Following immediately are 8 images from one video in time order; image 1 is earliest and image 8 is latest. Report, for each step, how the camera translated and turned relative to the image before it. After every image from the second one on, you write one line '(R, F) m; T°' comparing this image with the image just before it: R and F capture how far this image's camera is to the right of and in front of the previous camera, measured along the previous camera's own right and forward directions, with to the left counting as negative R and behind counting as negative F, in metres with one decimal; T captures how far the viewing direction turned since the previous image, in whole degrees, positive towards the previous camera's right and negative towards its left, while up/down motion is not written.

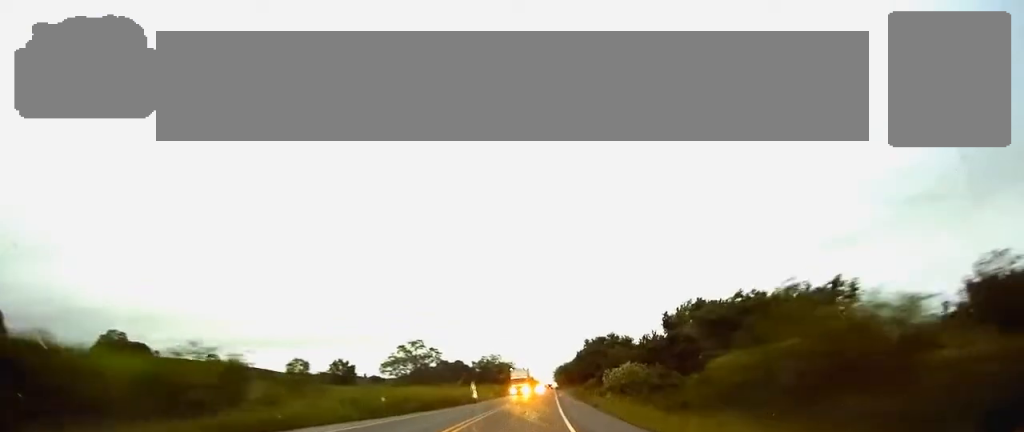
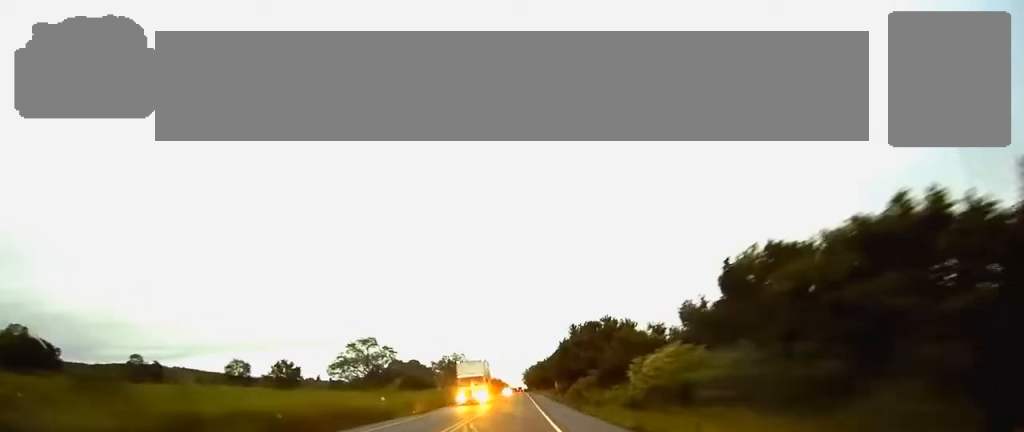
(+0.7, +24.0) m; +2°
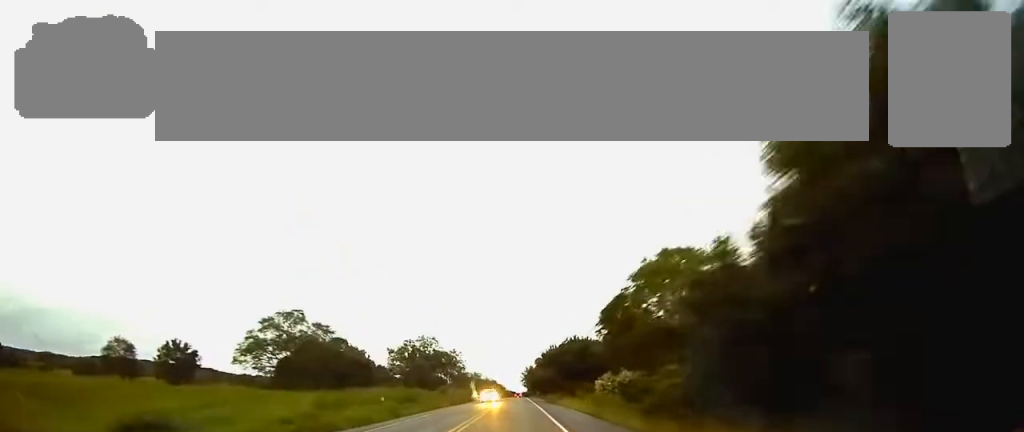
(+0.9, +59.9) m; +1°
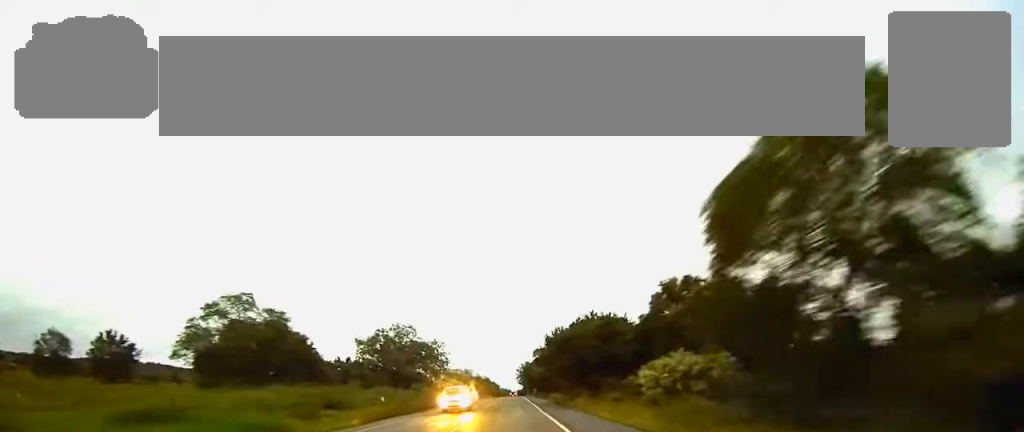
(0.0, +21.0) m; 0°
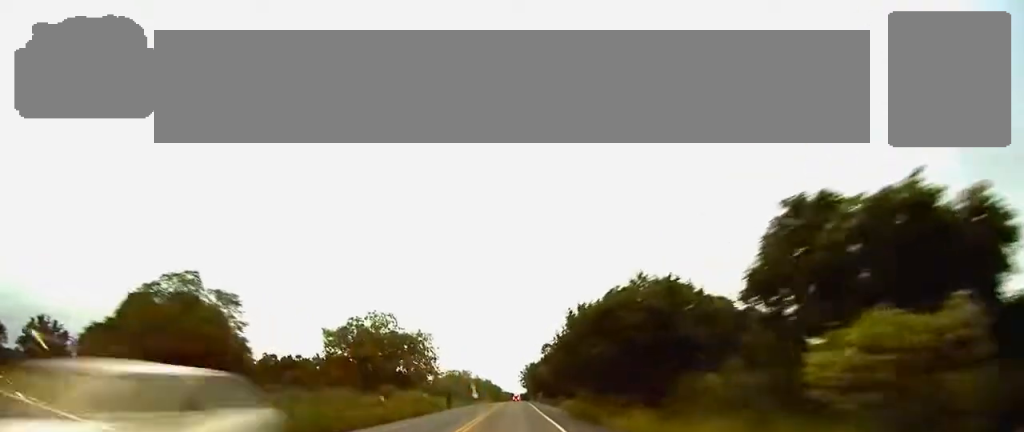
(+0.1, +19.2) m; 0°
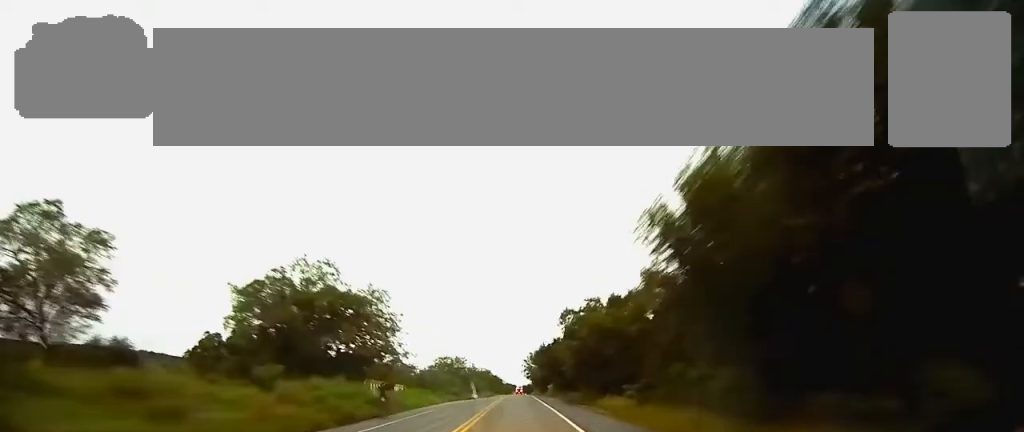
(-0.1, +28.9) m; 0°
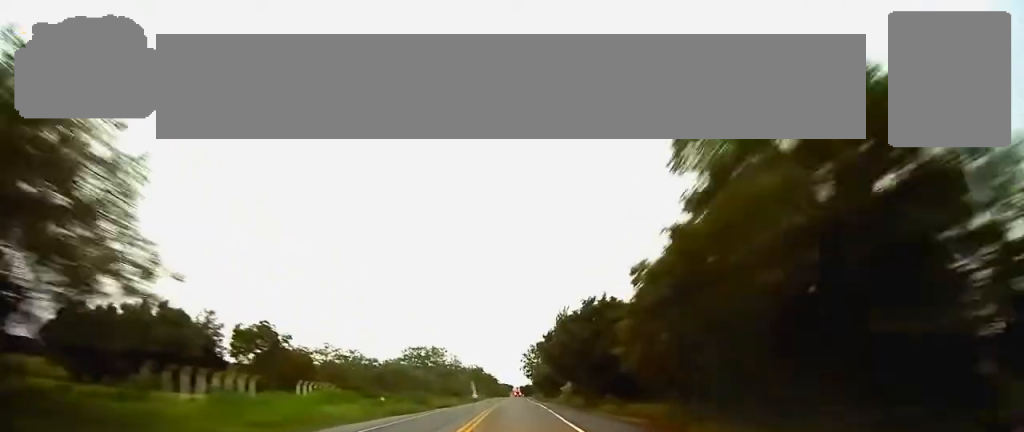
(0.0, +39.4) m; 0°
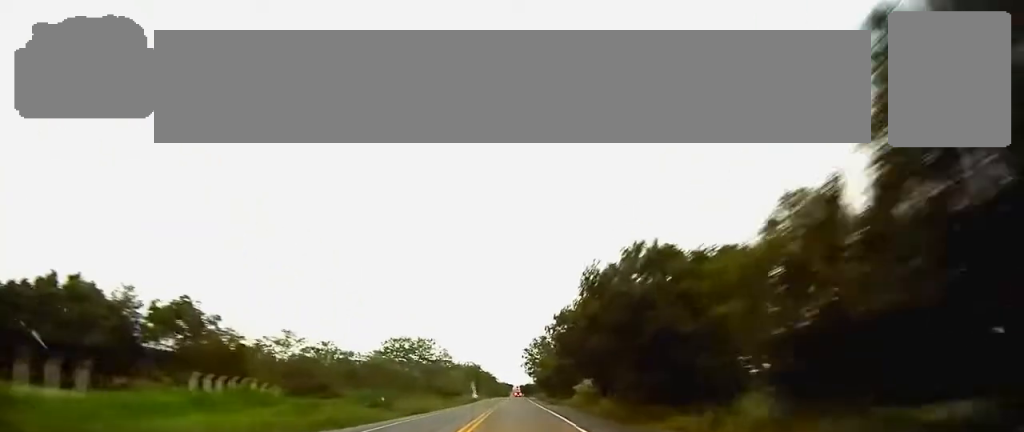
(0.0, +17.4) m; 0°
